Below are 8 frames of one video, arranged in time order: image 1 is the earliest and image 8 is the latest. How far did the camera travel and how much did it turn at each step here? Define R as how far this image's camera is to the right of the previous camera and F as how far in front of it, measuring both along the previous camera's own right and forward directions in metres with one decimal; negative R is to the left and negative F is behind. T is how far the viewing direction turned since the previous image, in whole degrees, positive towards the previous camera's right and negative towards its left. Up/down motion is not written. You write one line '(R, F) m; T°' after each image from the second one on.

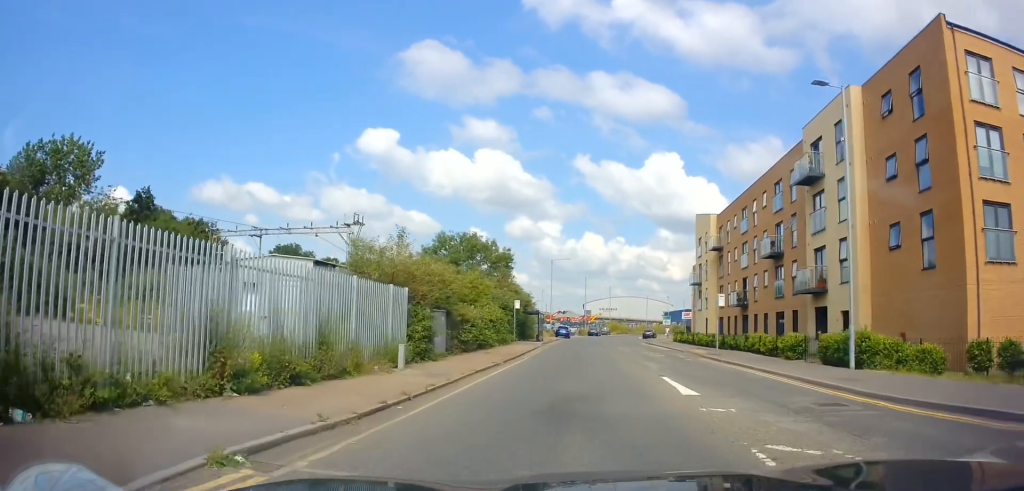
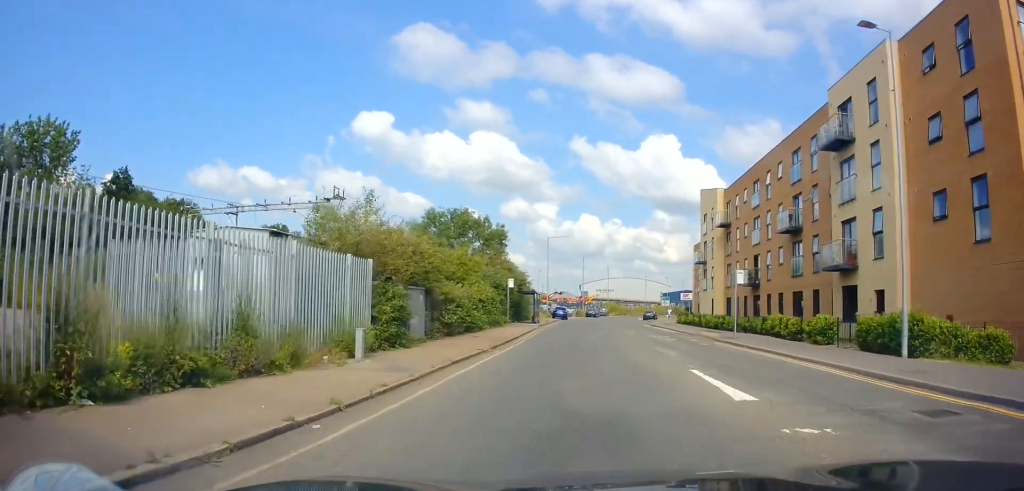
(+0.1, +3.5) m; -2°
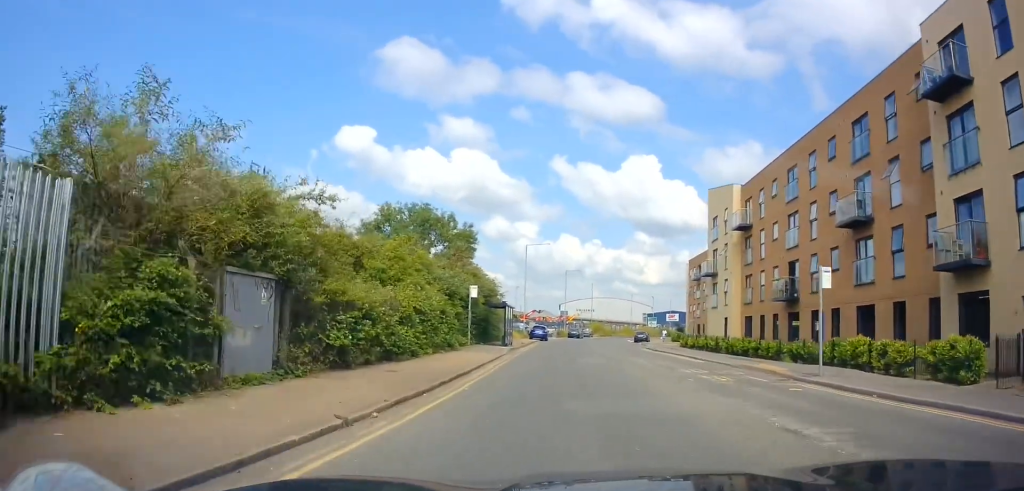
(-0.2, +10.4) m; +2°
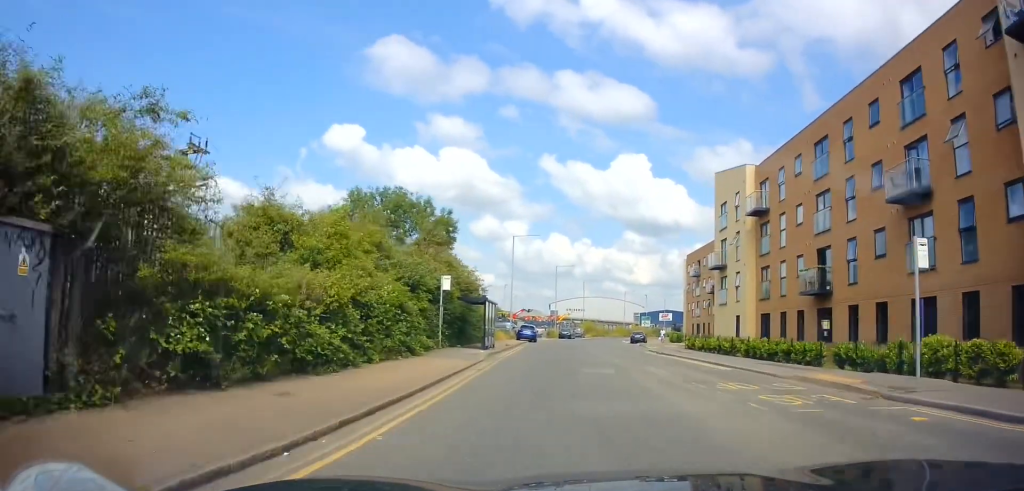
(+0.3, +4.8) m; +3°
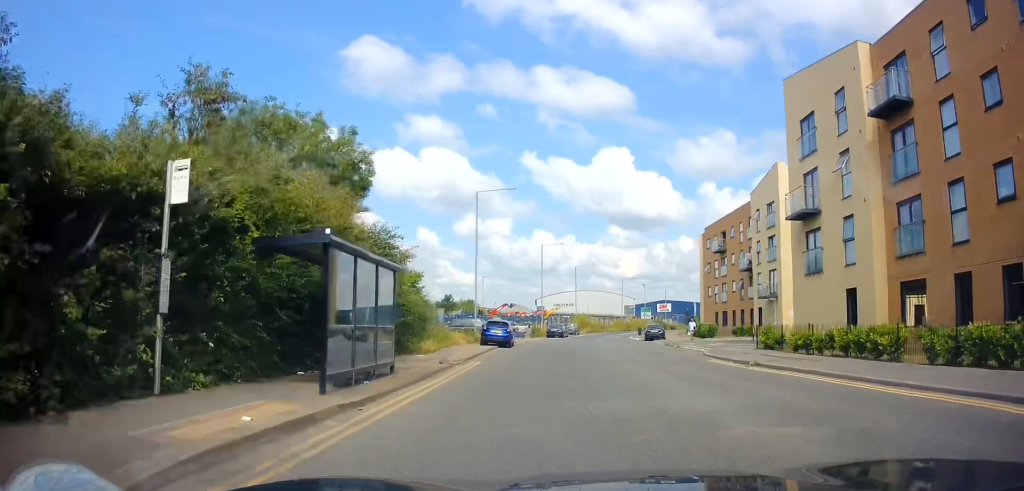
(+0.4, +17.3) m; -1°
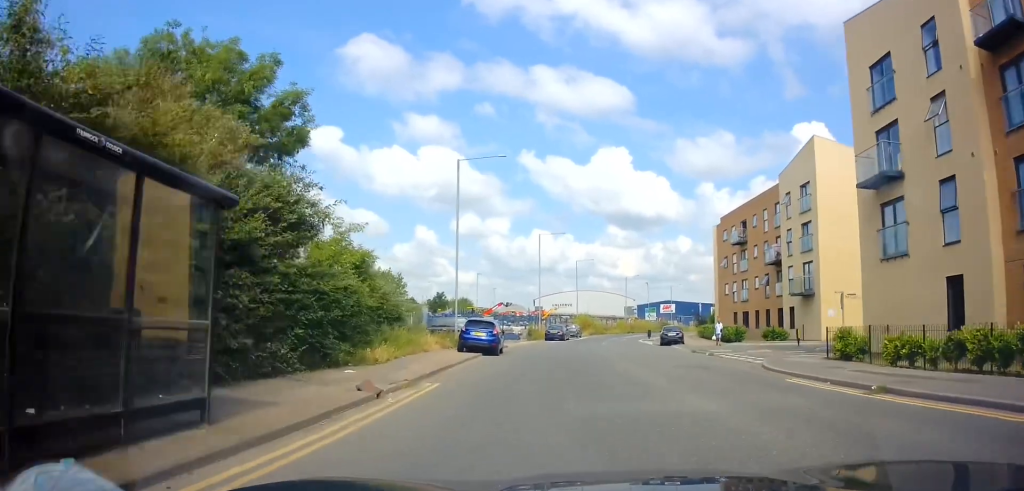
(-0.3, +7.2) m; -1°
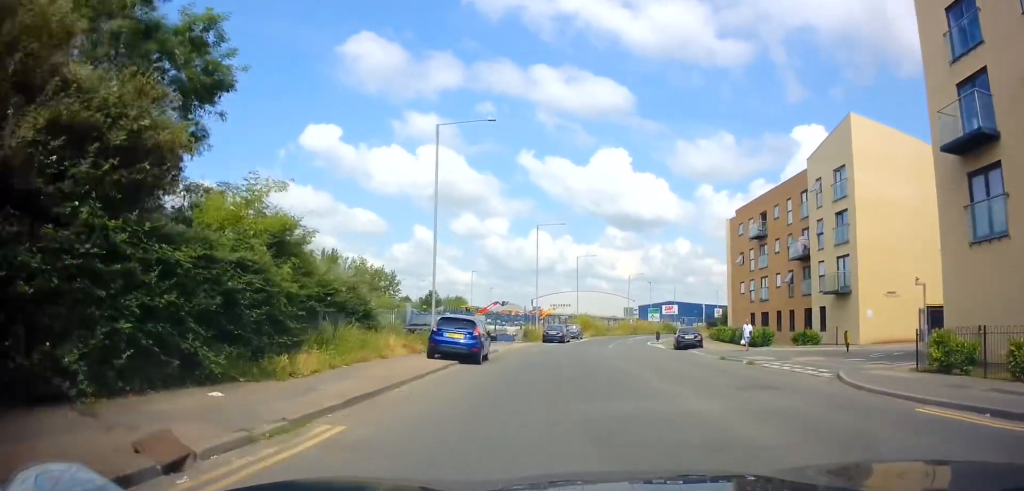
(-0.2, +6.0) m; 0°
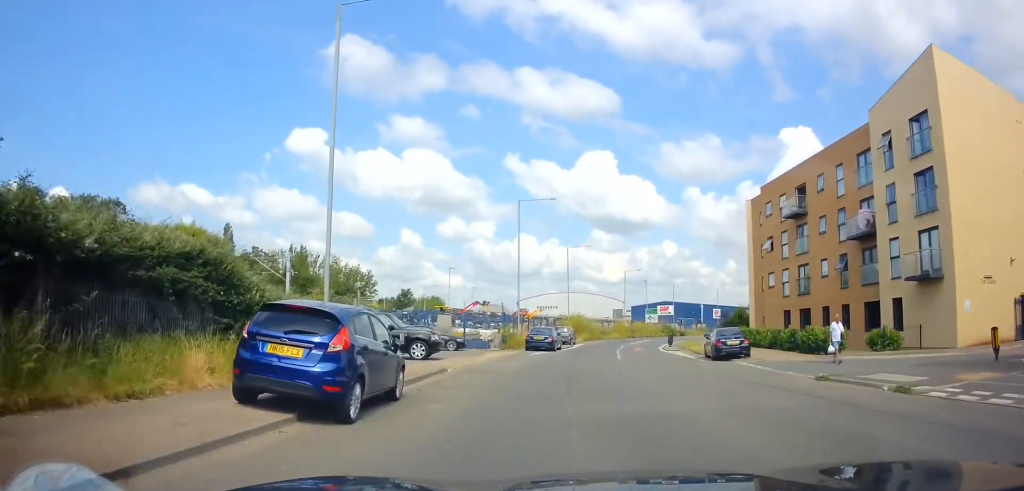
(+0.4, +10.5) m; +4°
